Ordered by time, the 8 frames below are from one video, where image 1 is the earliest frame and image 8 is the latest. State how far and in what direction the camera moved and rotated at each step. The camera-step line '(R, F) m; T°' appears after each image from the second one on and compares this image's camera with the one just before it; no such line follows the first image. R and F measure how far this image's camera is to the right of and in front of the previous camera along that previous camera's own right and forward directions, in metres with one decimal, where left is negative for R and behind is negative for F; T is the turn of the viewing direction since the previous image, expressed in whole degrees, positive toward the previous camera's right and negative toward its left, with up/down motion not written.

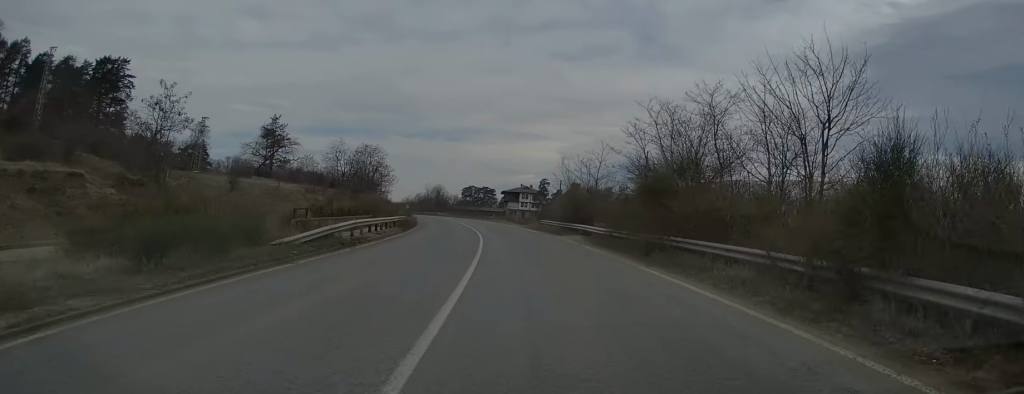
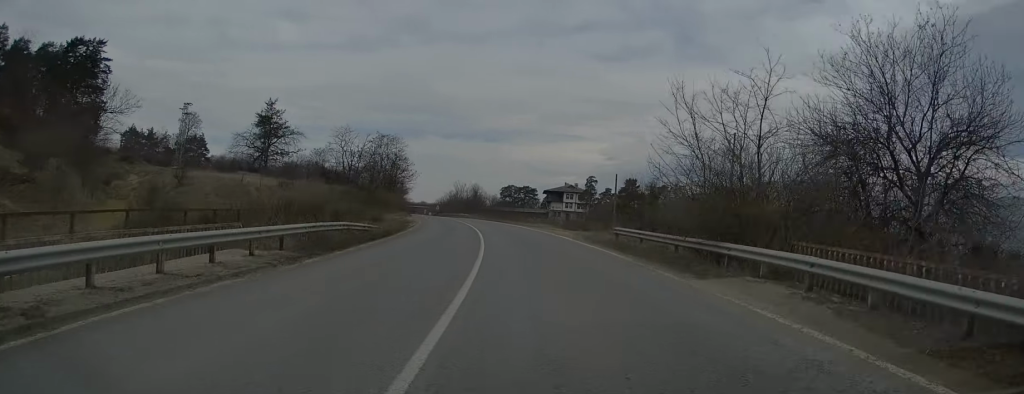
(-0.5, +21.7) m; -2°
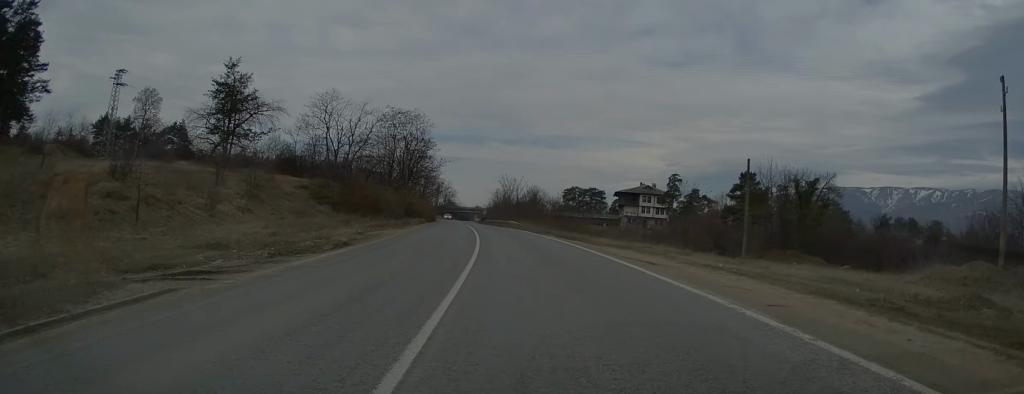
(-1.3, +34.0) m; -5°
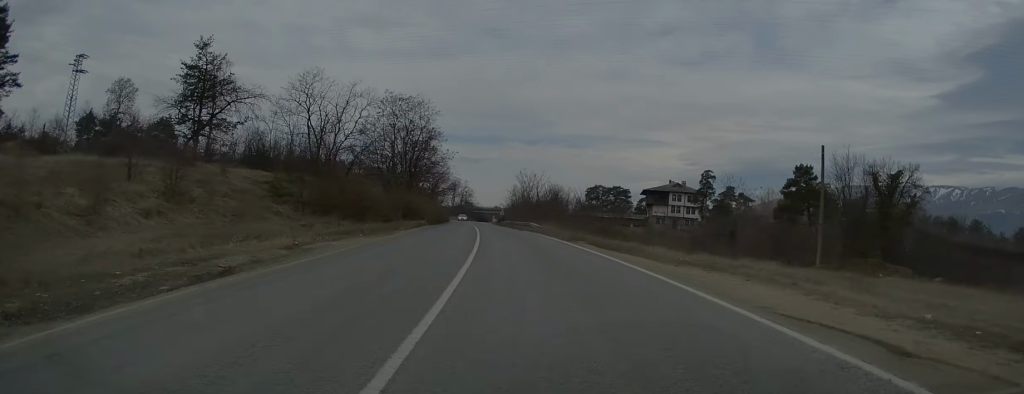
(-0.3, +11.4) m; -2°
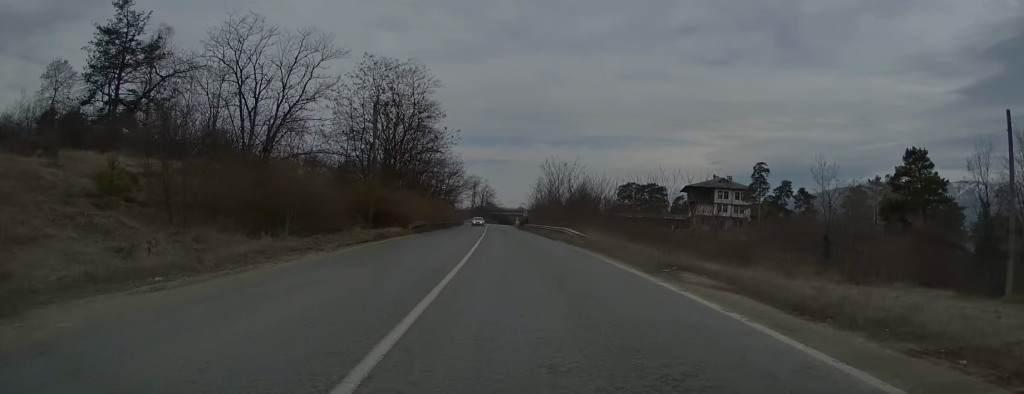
(-0.4, +17.9) m; -1°
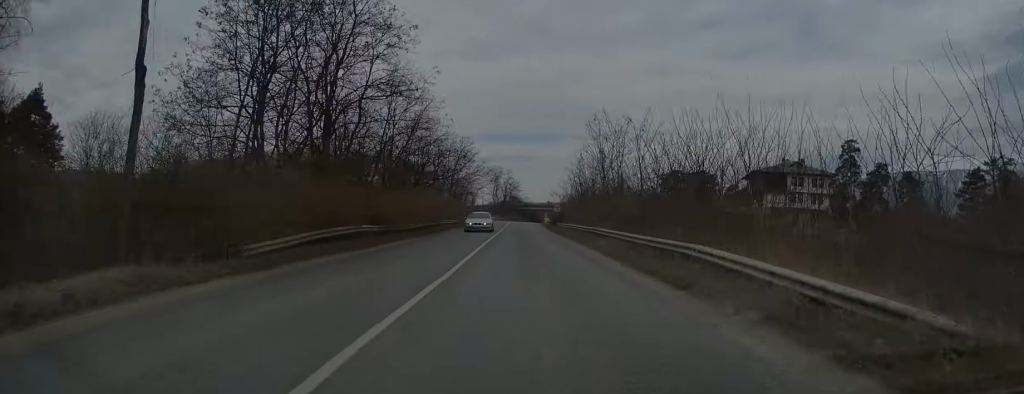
(-0.1, +25.3) m; -1°
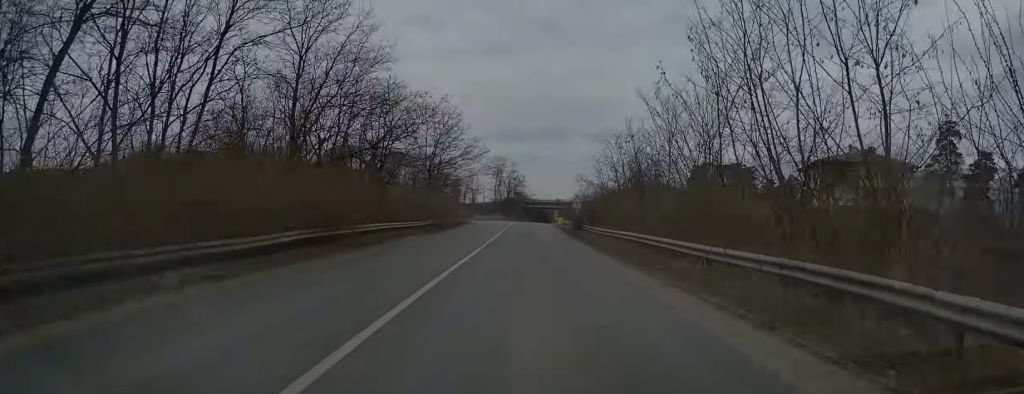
(-0.3, +22.9) m; -2°
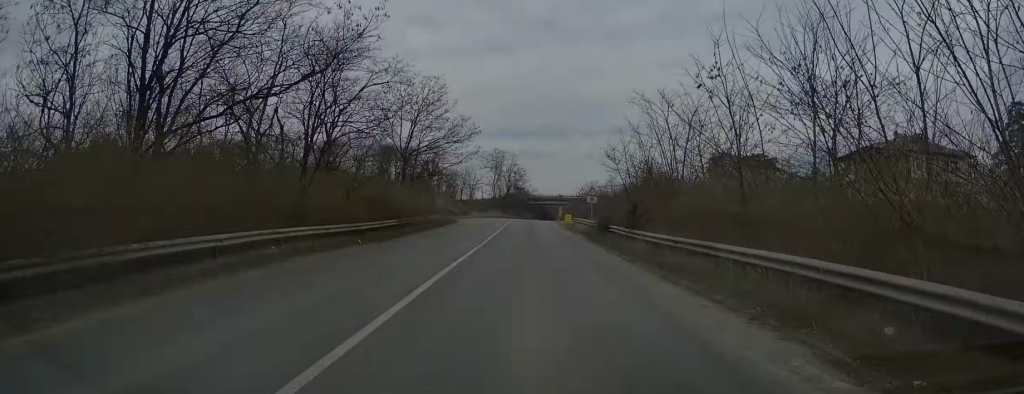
(-0.1, +12.2) m; -1°
